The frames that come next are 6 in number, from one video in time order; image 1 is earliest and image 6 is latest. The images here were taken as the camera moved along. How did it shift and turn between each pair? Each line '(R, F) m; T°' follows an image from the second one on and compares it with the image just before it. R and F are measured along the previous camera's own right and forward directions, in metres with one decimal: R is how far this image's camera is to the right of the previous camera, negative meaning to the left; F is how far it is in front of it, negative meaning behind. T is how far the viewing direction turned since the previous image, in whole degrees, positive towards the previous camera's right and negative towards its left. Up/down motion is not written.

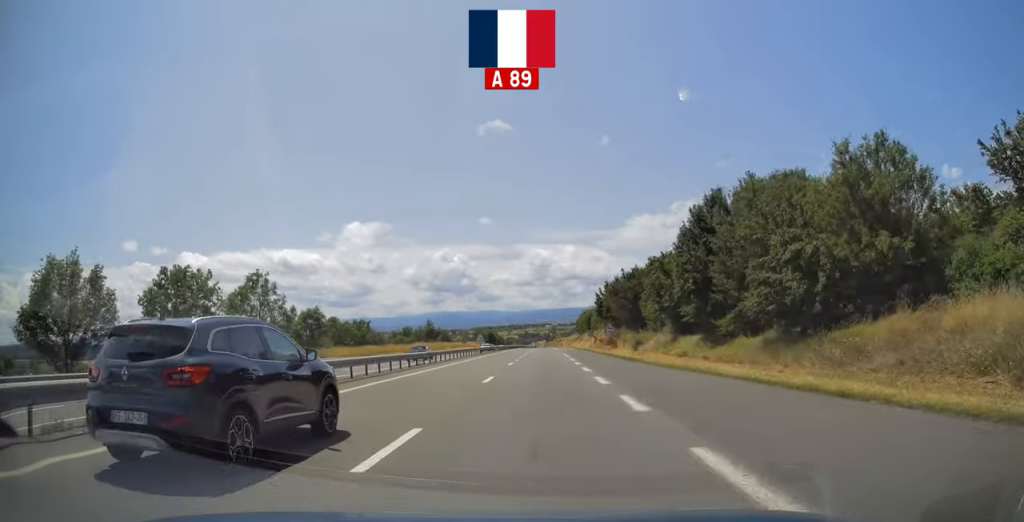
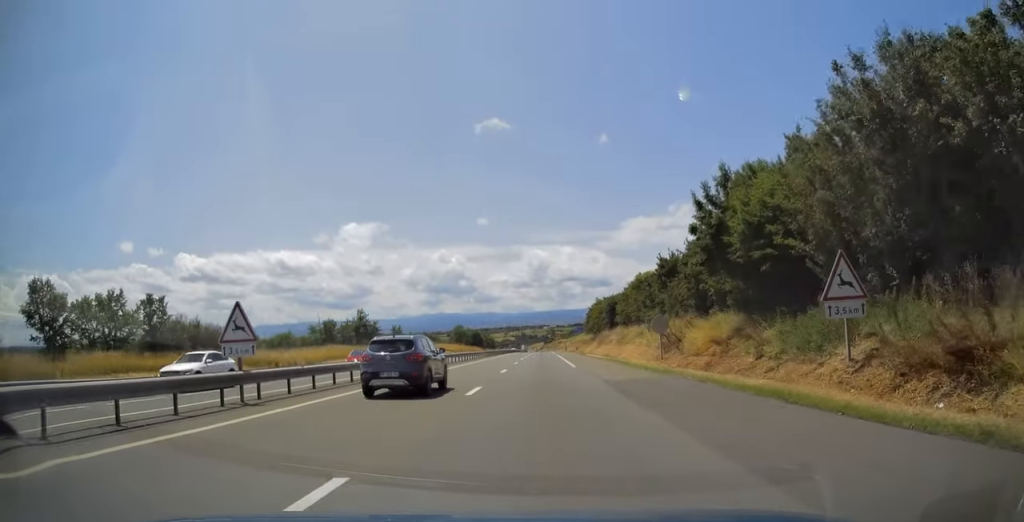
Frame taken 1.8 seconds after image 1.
(-0.1, +55.4) m; 0°
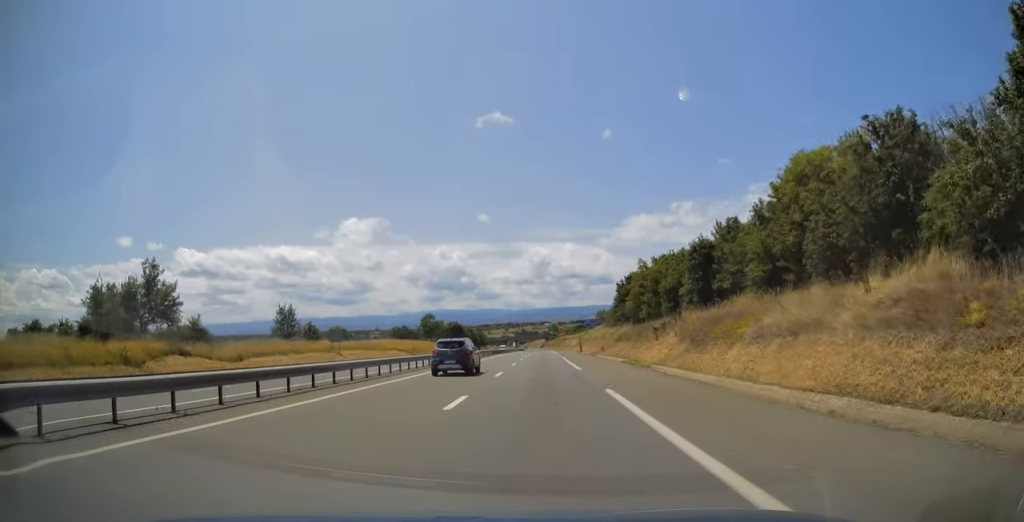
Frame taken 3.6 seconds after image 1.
(0.0, +55.9) m; -1°
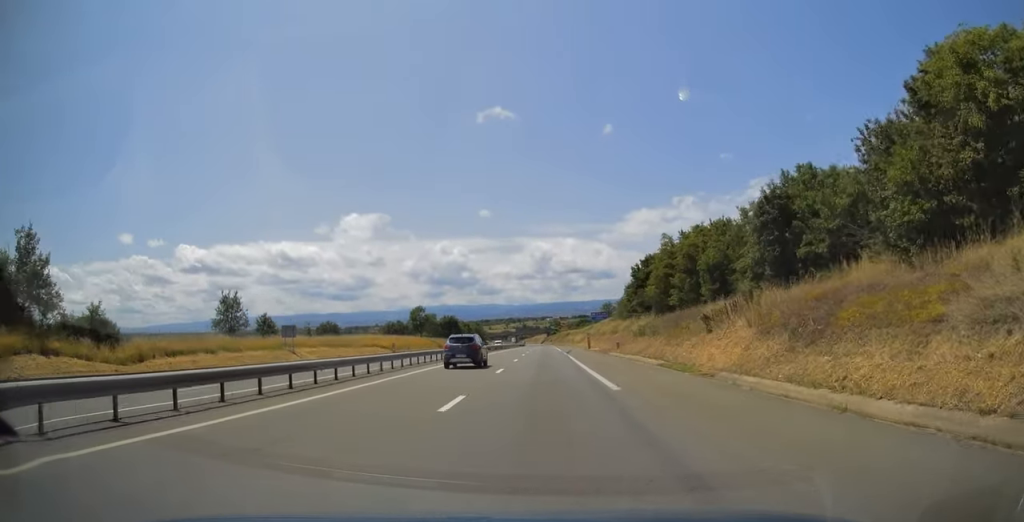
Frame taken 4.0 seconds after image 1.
(0.0, +14.0) m; 0°
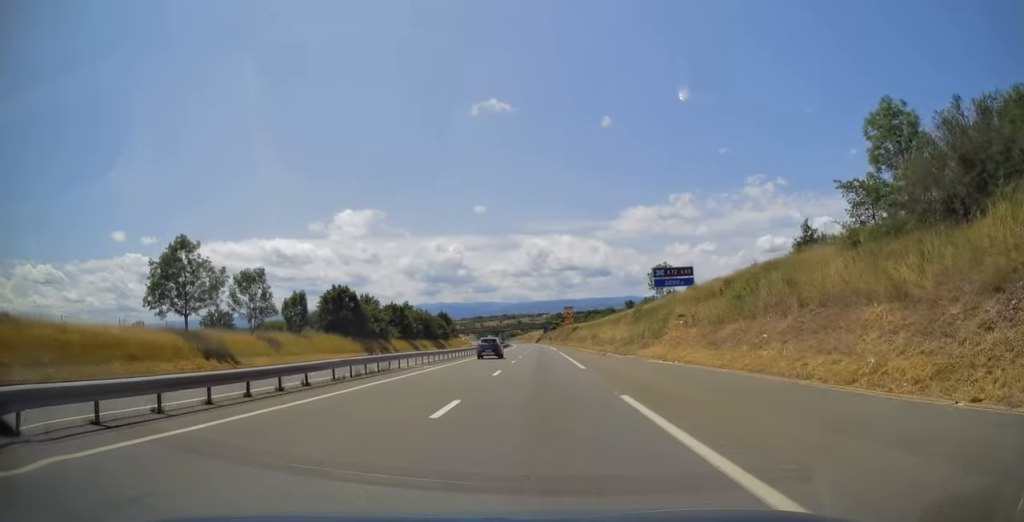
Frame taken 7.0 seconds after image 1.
(+0.4, +92.2) m; 0°
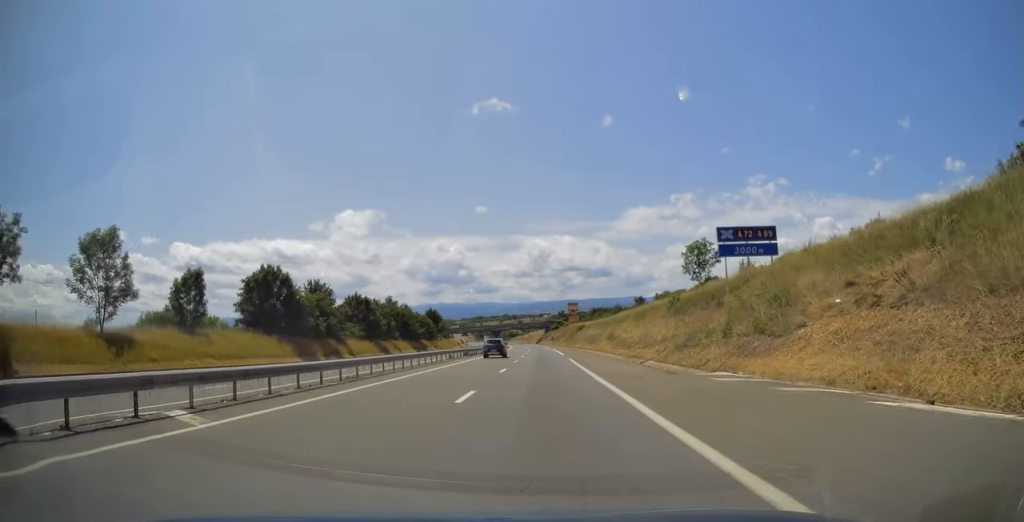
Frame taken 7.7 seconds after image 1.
(0.0, +23.3) m; +1°
